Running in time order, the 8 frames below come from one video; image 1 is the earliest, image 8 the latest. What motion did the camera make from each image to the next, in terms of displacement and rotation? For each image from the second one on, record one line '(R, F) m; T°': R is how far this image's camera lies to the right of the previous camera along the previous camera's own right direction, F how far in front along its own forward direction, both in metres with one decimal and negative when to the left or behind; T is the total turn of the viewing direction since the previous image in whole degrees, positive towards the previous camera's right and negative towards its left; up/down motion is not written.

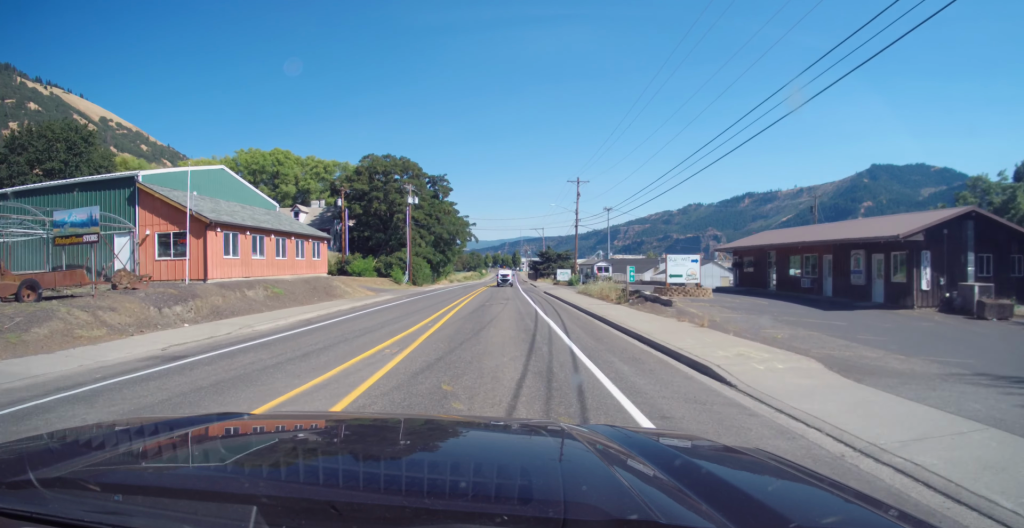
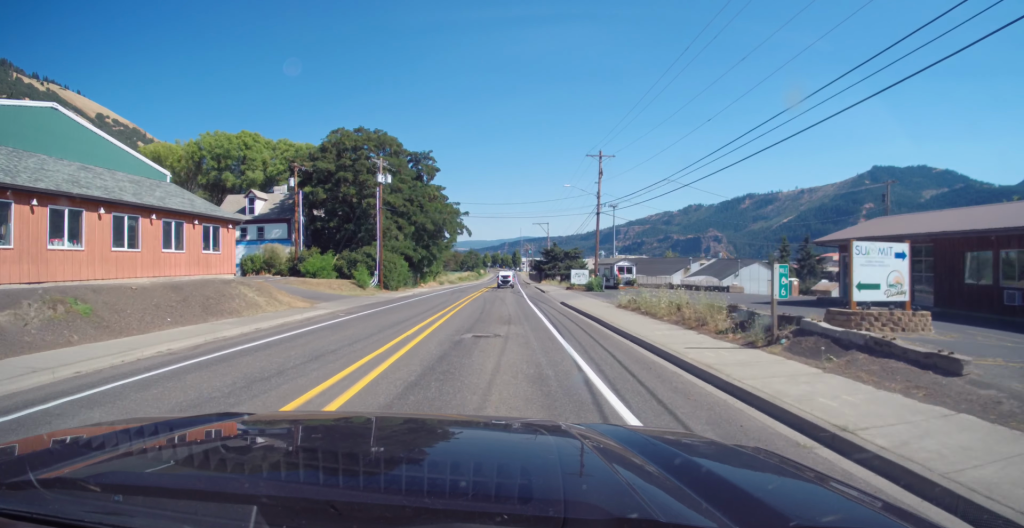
(-0.1, +15.7) m; 0°
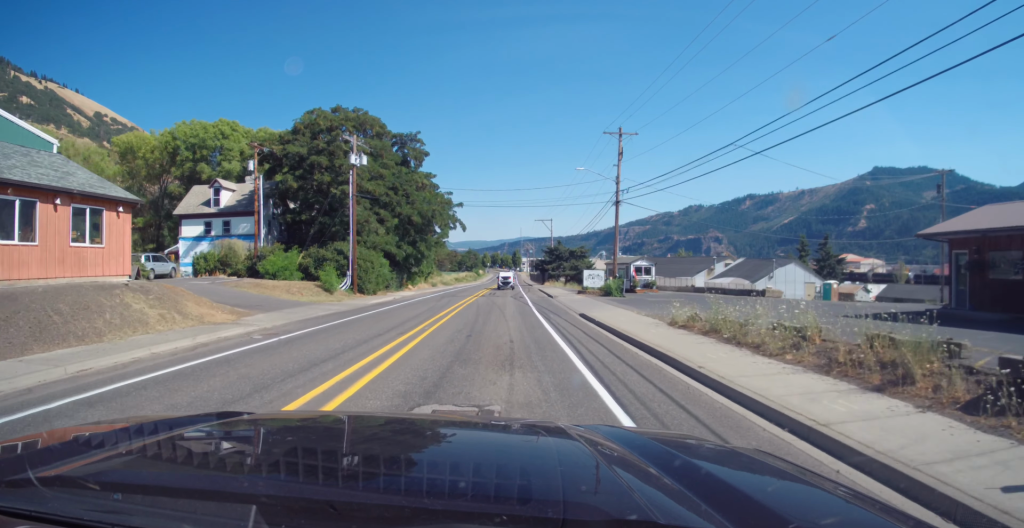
(+0.3, +9.4) m; 0°
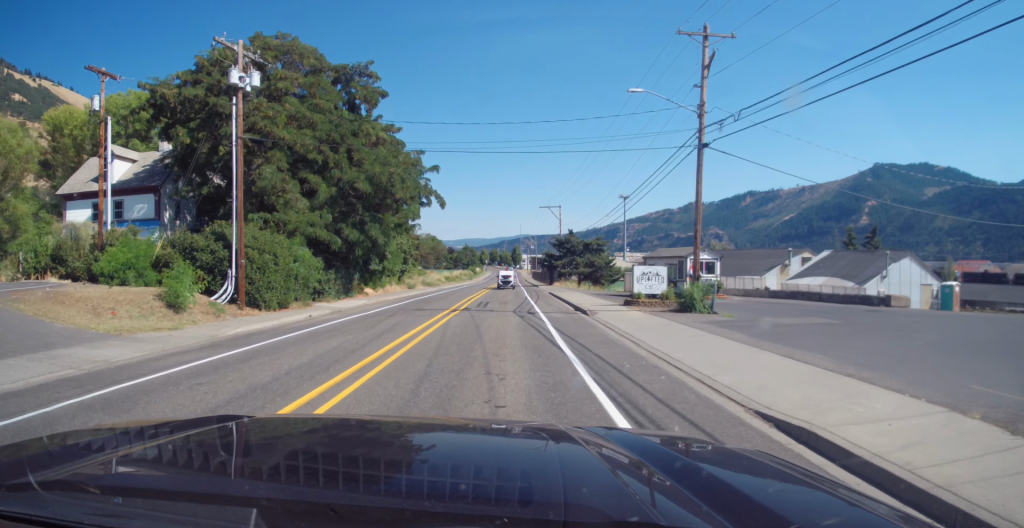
(-0.4, +18.7) m; -2°
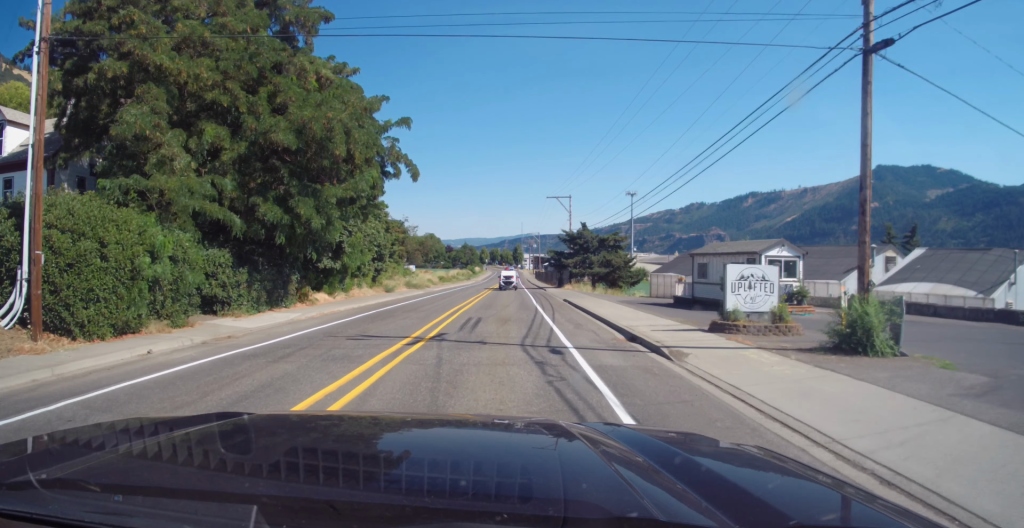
(-0.2, +11.6) m; 0°
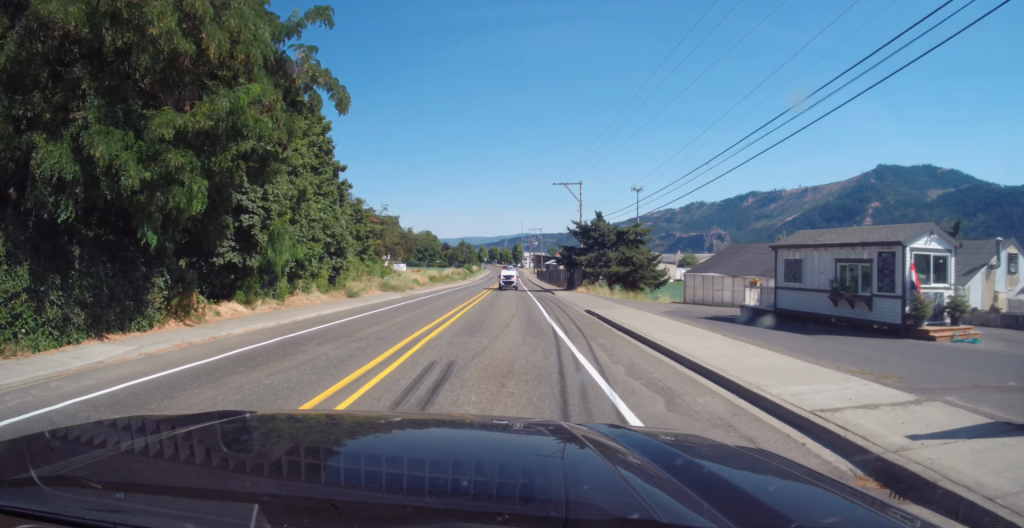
(0.0, +11.7) m; +1°
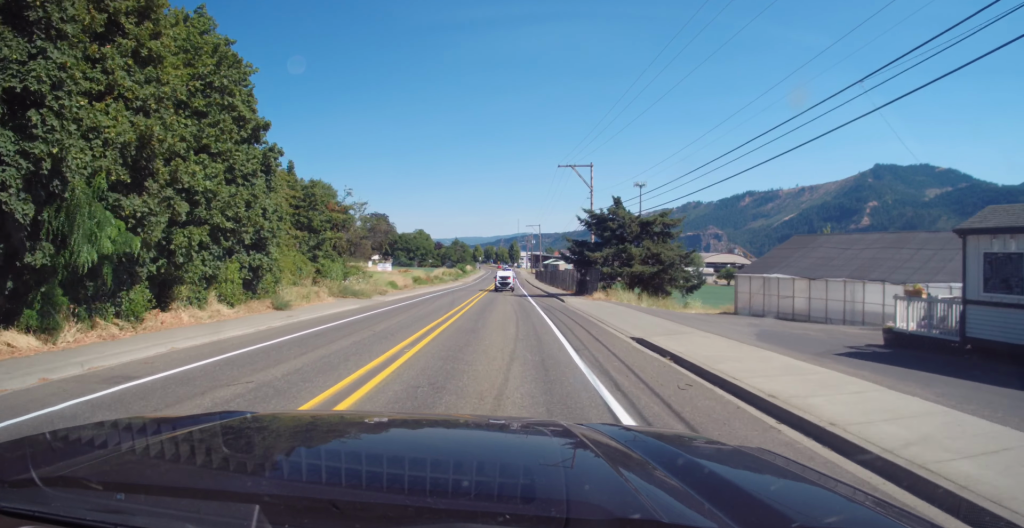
(+0.1, +11.4) m; +1°
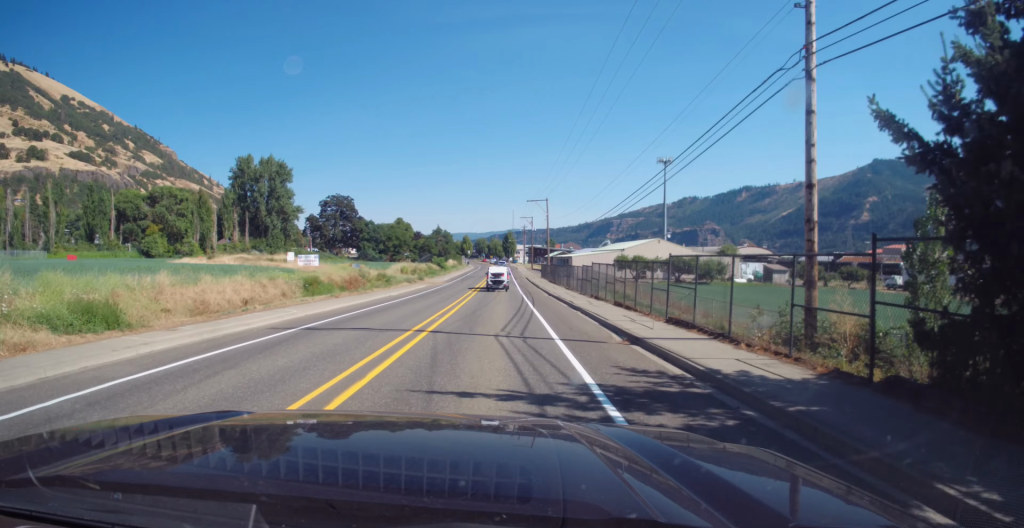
(+0.2, +40.7) m; 0°
